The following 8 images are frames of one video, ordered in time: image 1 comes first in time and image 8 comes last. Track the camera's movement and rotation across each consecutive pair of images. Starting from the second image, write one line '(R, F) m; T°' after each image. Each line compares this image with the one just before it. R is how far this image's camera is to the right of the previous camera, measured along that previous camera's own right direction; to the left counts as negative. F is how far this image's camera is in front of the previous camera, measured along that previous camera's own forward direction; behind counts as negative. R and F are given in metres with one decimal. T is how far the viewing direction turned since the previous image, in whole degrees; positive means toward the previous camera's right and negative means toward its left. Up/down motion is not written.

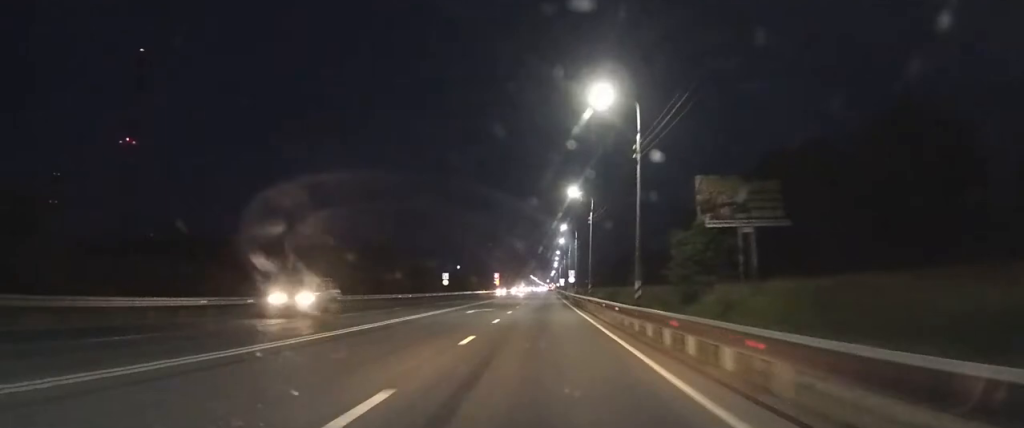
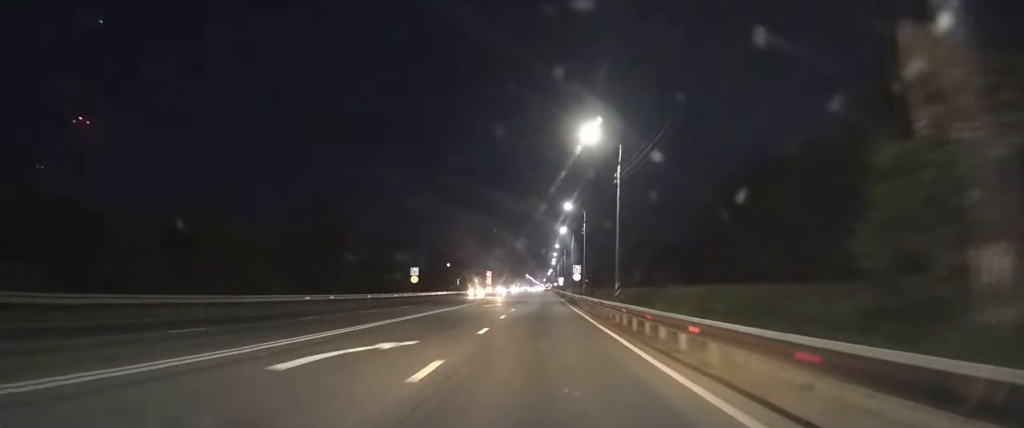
(0.0, +21.5) m; 0°
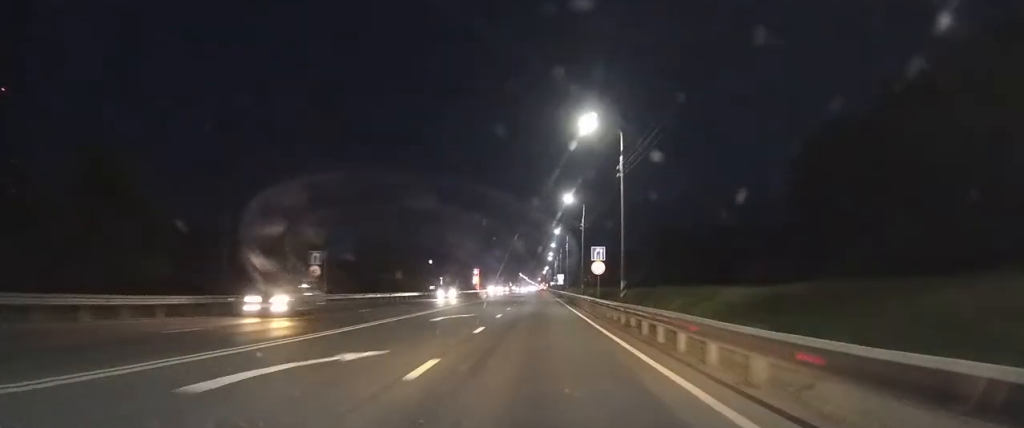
(0.0, +31.9) m; 0°
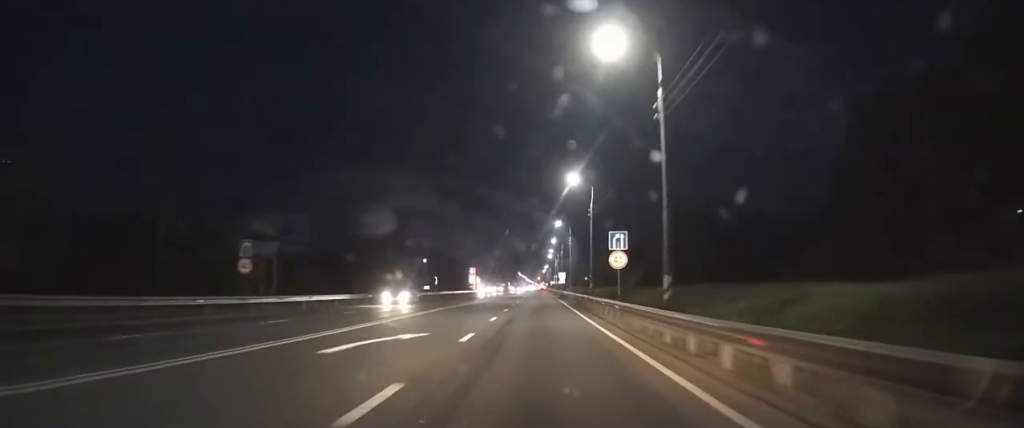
(0.0, +10.5) m; 0°
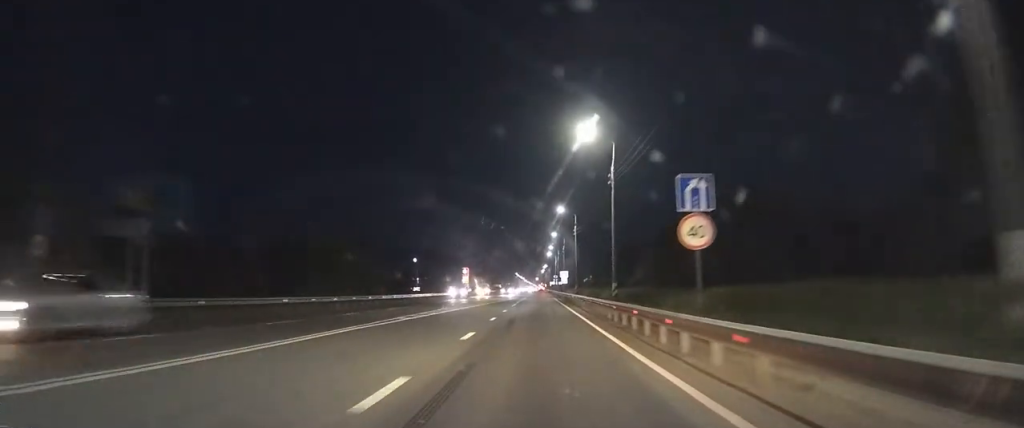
(+0.1, +15.3) m; 0°
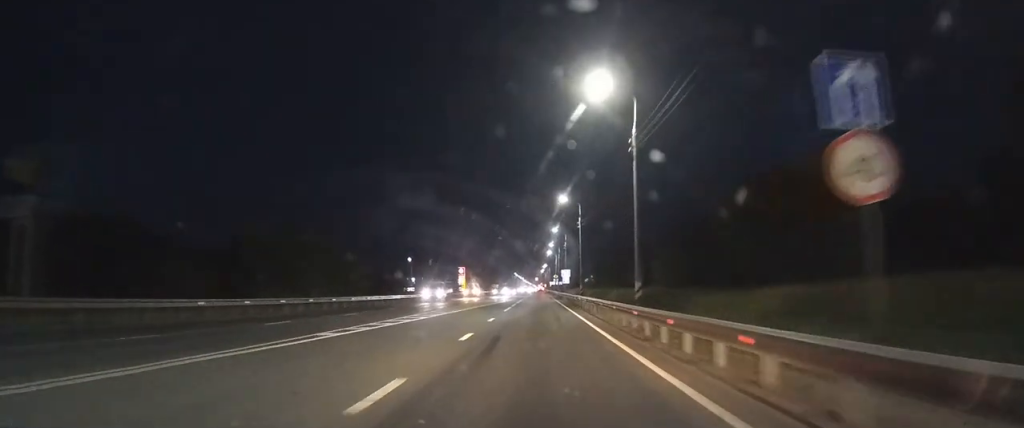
(+0.1, +8.2) m; 0°
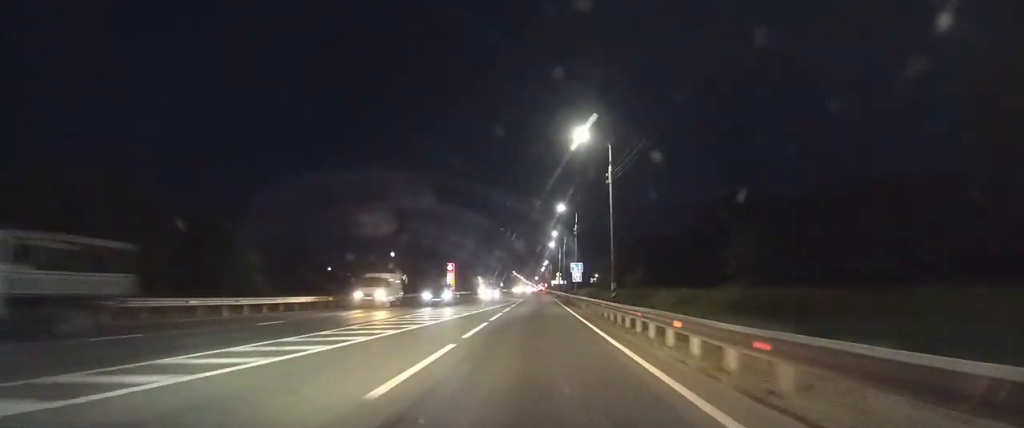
(+0.1, +25.6) m; +1°
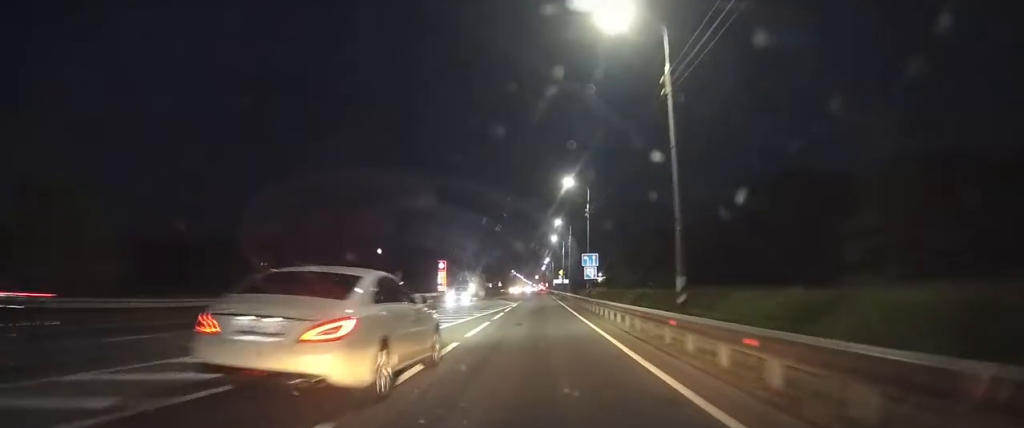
(+0.1, +17.4) m; 0°
